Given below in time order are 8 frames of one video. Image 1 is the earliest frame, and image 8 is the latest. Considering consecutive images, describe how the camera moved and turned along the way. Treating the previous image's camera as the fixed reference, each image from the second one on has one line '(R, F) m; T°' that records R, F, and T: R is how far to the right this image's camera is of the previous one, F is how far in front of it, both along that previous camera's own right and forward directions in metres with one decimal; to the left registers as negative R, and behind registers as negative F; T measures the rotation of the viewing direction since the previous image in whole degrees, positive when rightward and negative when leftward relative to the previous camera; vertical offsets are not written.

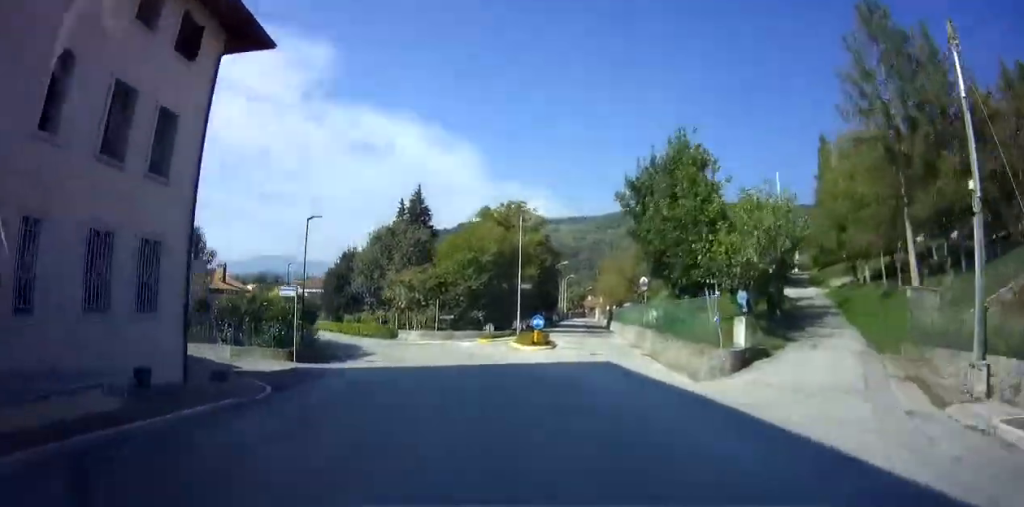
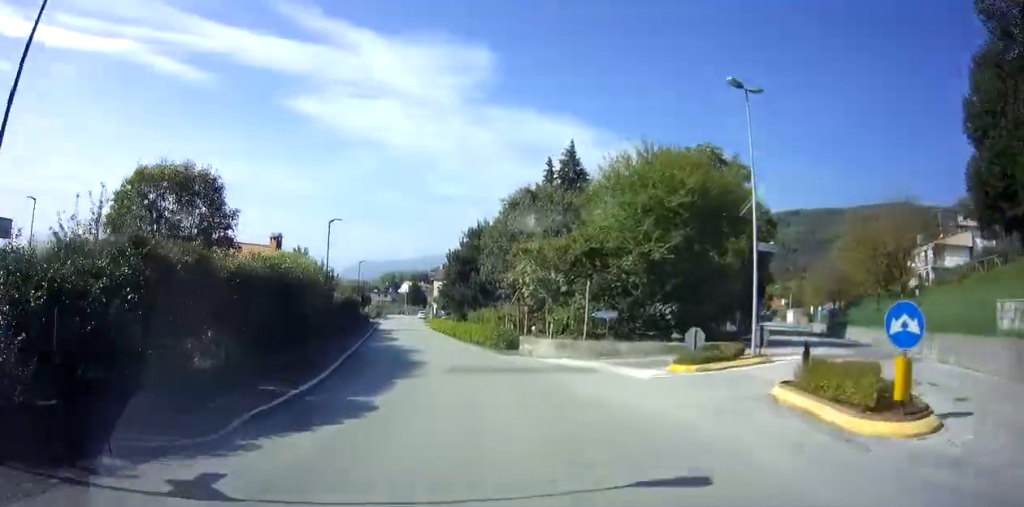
(-2.3, +18.8) m; -18°
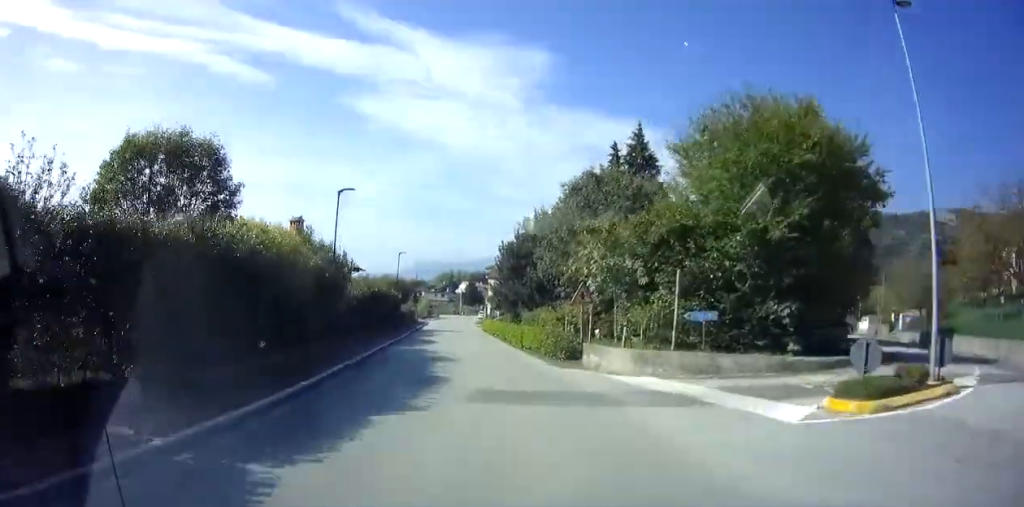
(-0.8, +5.9) m; -5°
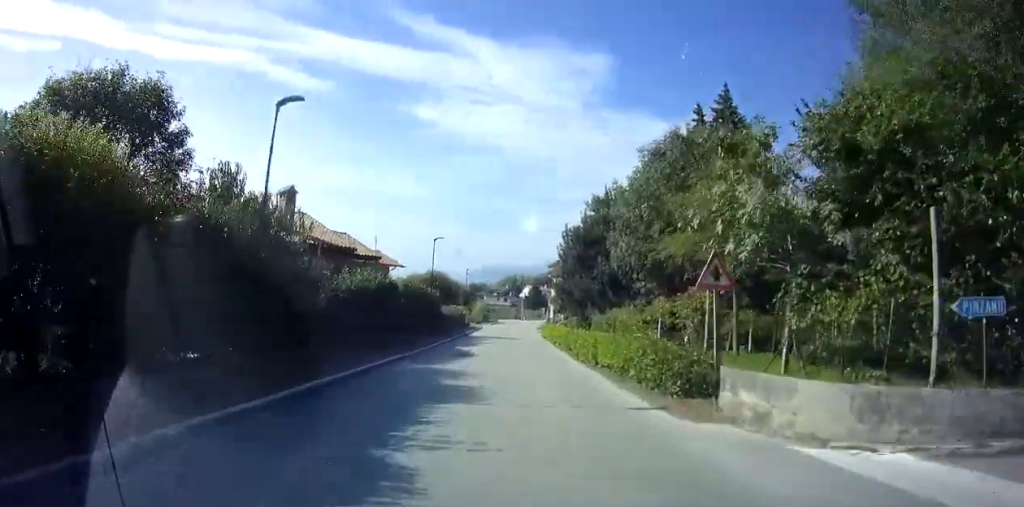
(-0.5, +9.4) m; -5°
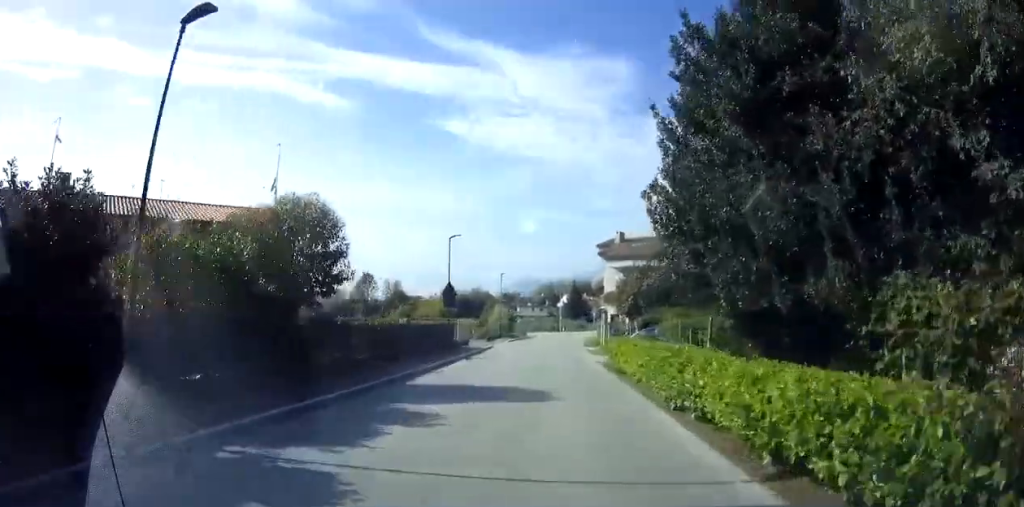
(-1.5, +25.1) m; -6°
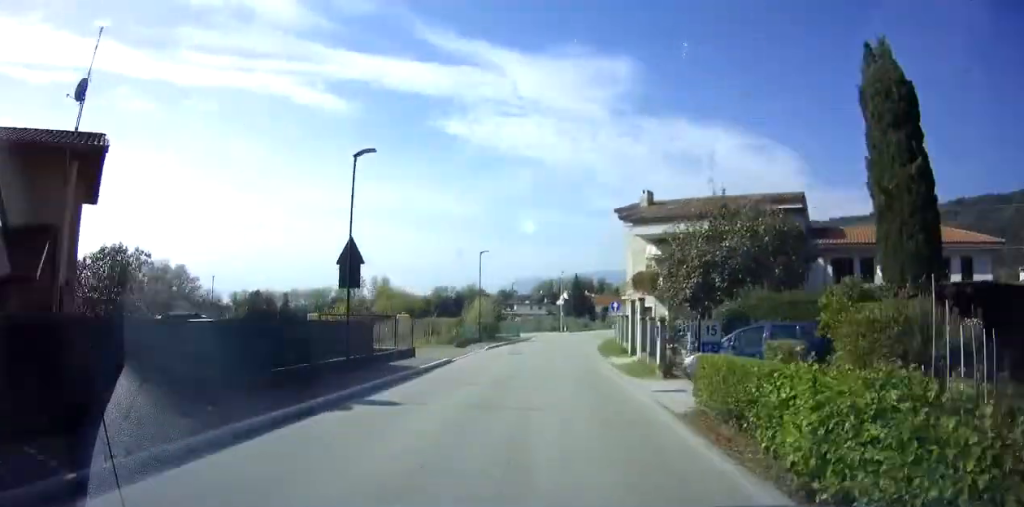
(-0.1, +13.5) m; -1°
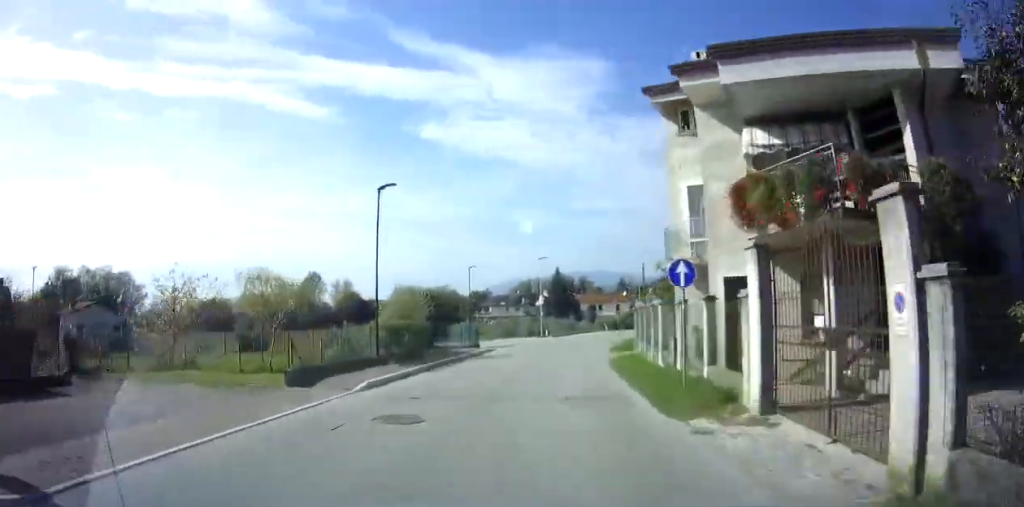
(-0.1, +17.4) m; +2°
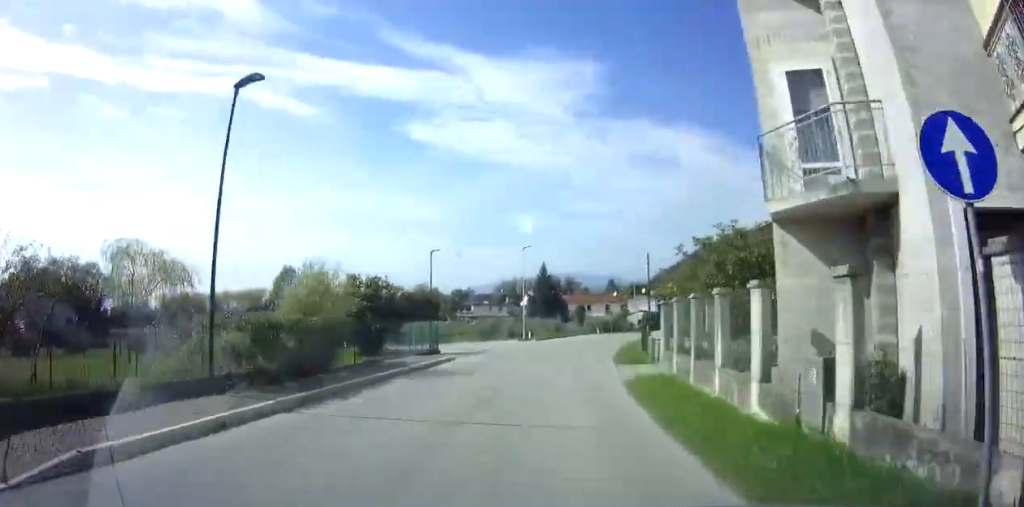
(-0.1, +8.1) m; +2°
